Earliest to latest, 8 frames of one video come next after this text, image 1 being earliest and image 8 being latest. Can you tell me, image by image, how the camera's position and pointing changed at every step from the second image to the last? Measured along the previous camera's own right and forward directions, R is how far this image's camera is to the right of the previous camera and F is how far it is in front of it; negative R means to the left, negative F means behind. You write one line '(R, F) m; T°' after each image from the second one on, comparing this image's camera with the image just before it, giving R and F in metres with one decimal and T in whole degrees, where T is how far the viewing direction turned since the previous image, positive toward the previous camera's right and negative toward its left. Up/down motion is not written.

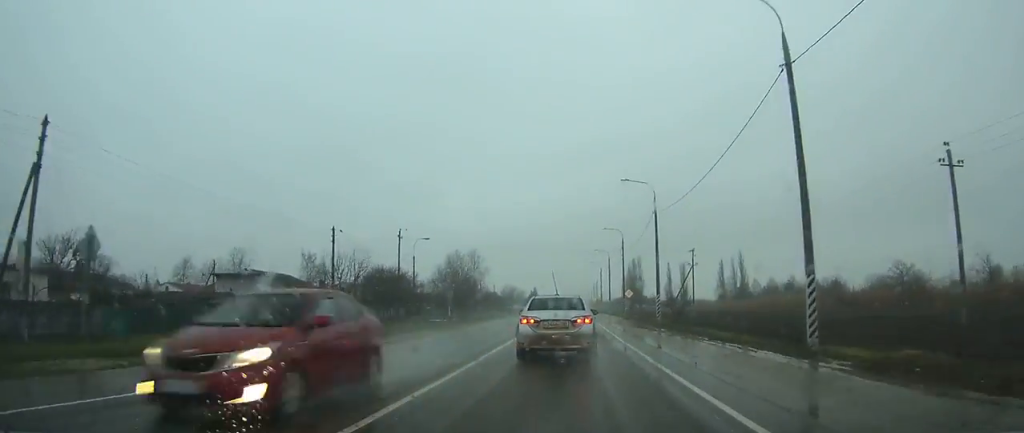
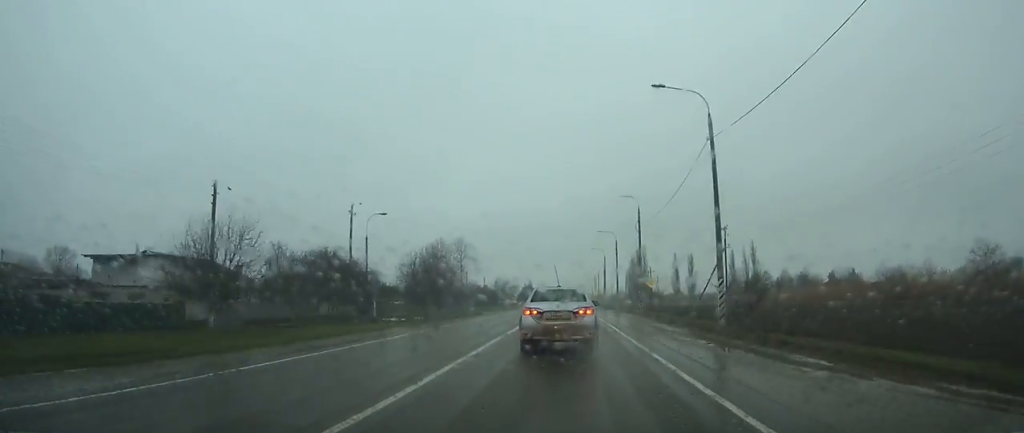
(0.0, +19.6) m; 0°
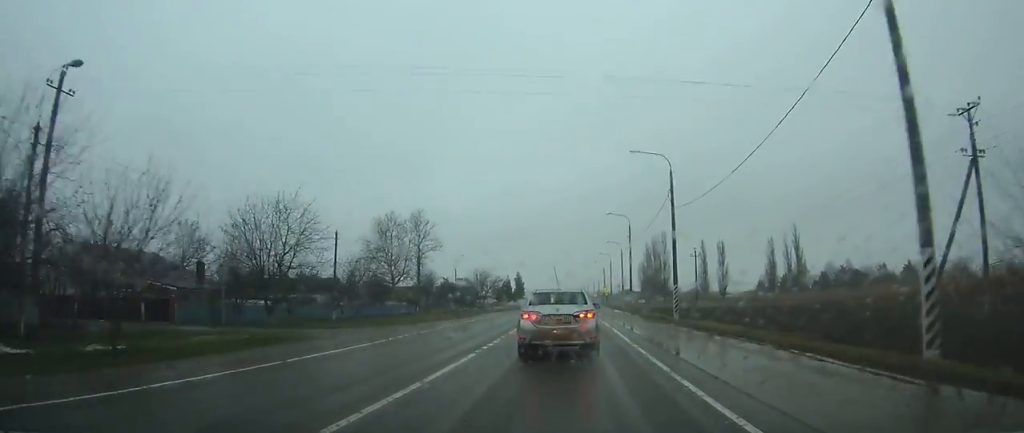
(0.0, +45.2) m; 0°
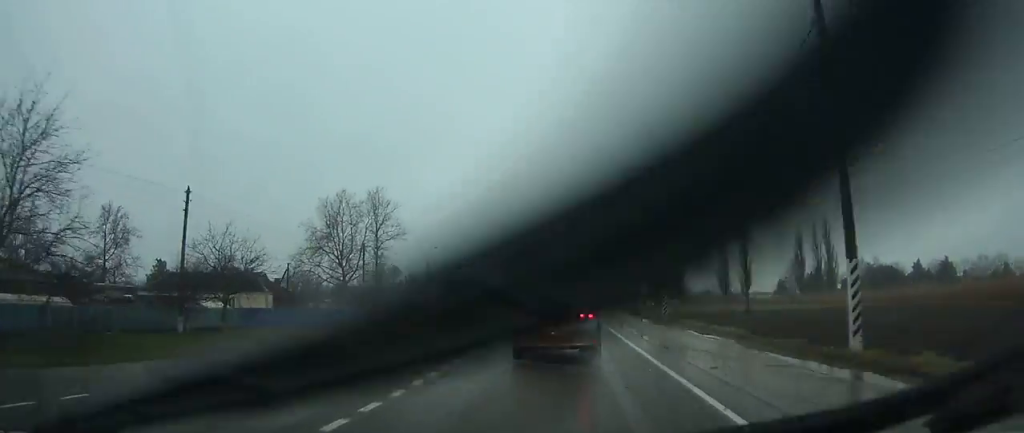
(0.0, +24.3) m; 0°
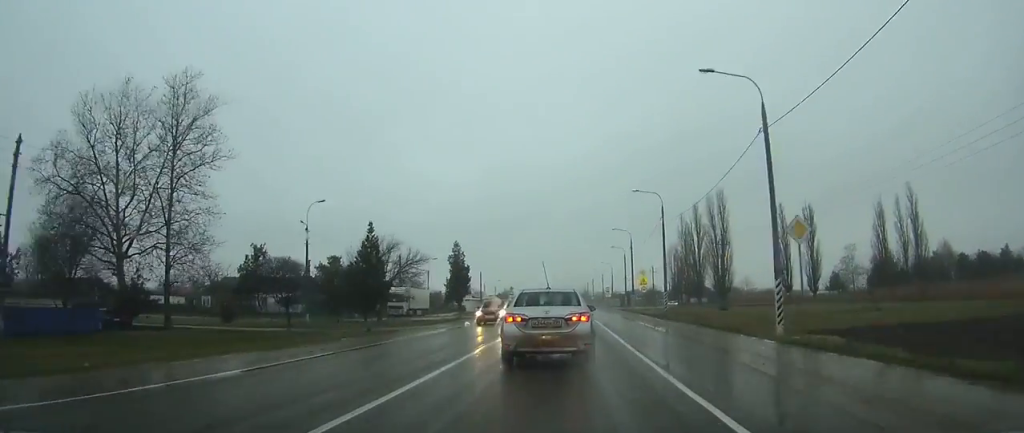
(-0.1, +47.9) m; 0°
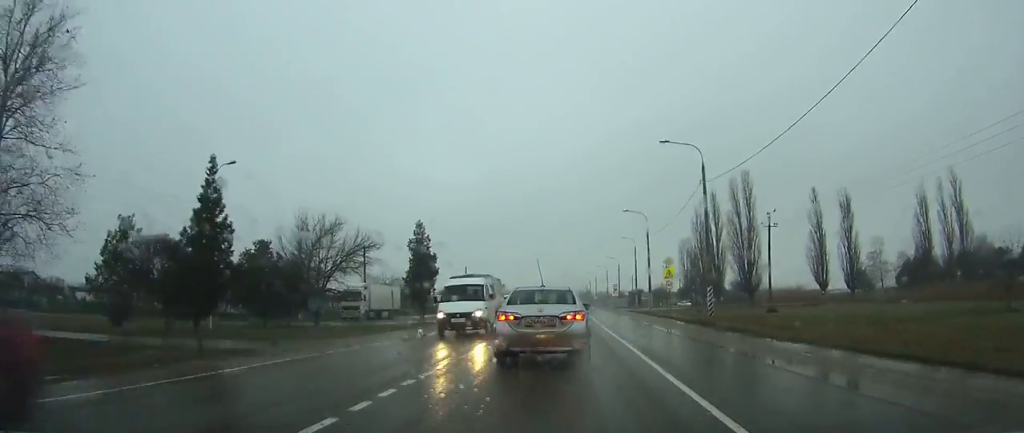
(0.0, +16.3) m; 0°
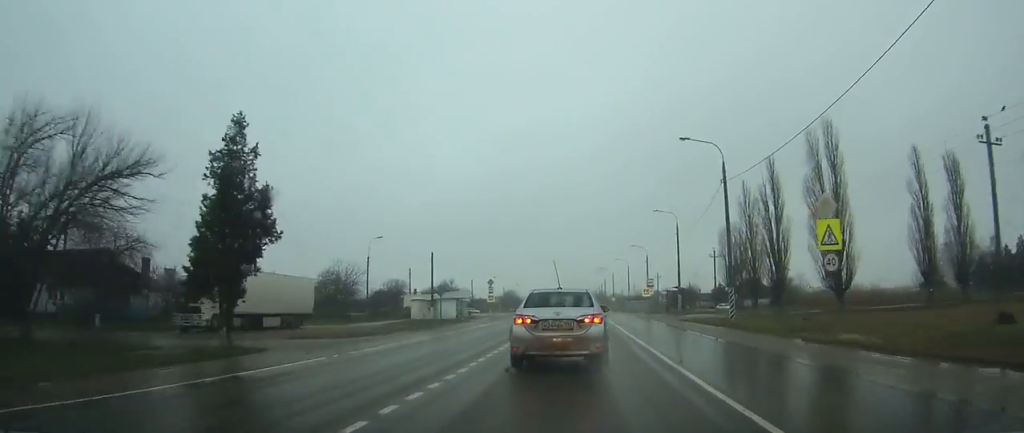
(0.0, +29.4) m; 0°
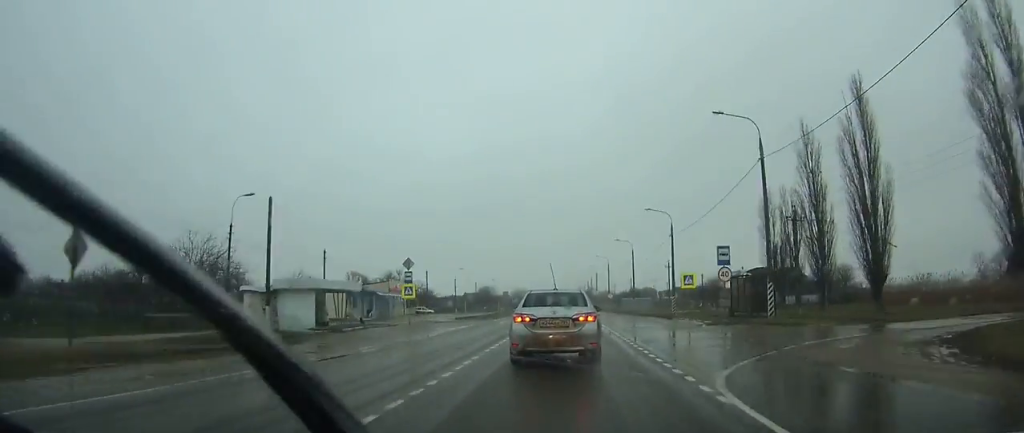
(+0.2, +34.1) m; 0°
